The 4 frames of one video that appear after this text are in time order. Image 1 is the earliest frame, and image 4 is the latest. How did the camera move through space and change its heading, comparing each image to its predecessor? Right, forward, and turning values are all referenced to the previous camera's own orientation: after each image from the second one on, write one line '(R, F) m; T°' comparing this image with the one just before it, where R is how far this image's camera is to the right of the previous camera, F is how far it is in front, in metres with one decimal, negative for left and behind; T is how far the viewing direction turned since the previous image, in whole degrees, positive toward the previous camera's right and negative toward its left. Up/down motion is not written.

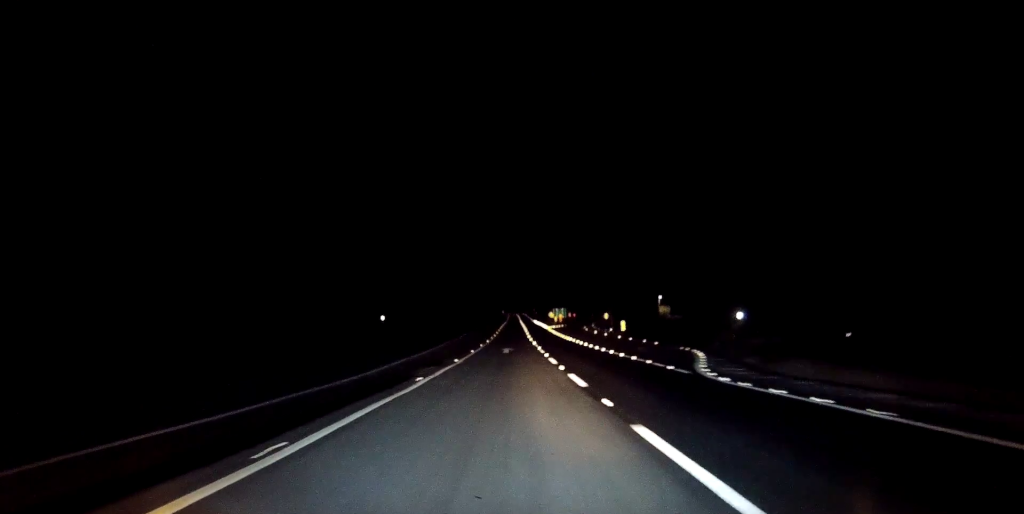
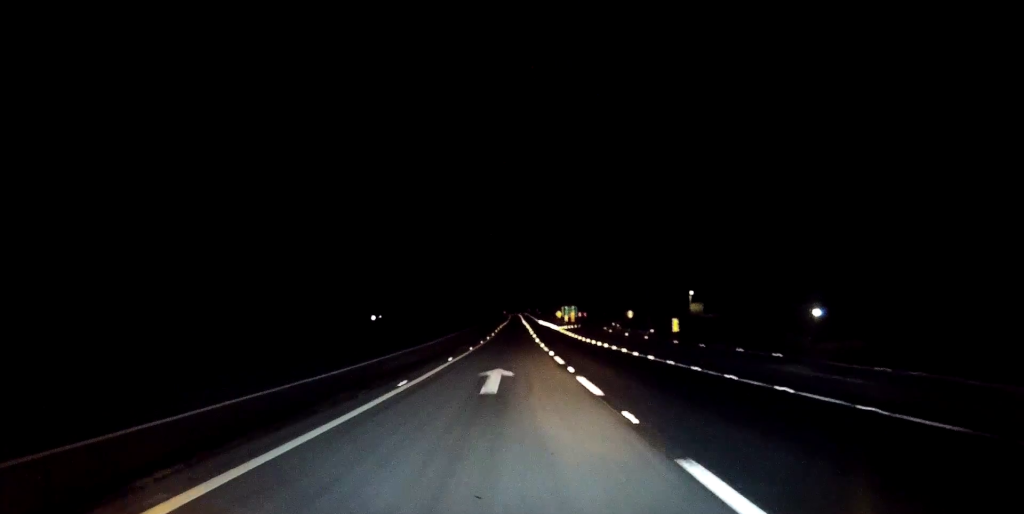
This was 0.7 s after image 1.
(0.0, +26.8) m; 0°
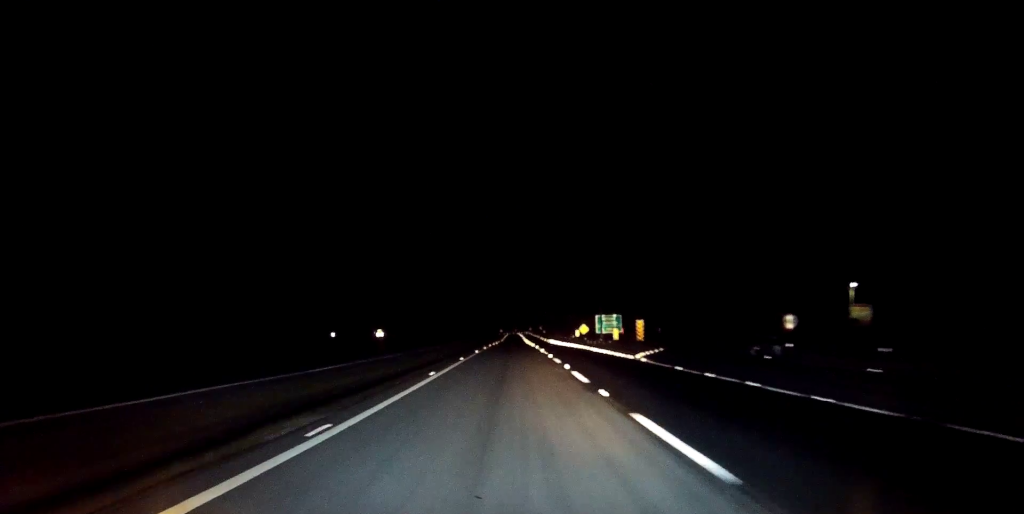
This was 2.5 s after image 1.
(+0.2, +66.7) m; 0°
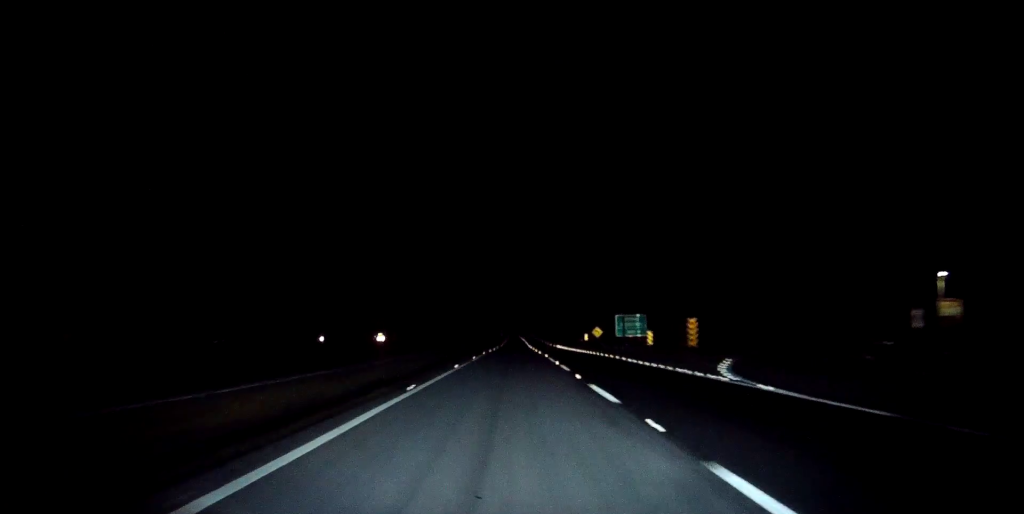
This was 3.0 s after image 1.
(0.0, +16.1) m; 0°
